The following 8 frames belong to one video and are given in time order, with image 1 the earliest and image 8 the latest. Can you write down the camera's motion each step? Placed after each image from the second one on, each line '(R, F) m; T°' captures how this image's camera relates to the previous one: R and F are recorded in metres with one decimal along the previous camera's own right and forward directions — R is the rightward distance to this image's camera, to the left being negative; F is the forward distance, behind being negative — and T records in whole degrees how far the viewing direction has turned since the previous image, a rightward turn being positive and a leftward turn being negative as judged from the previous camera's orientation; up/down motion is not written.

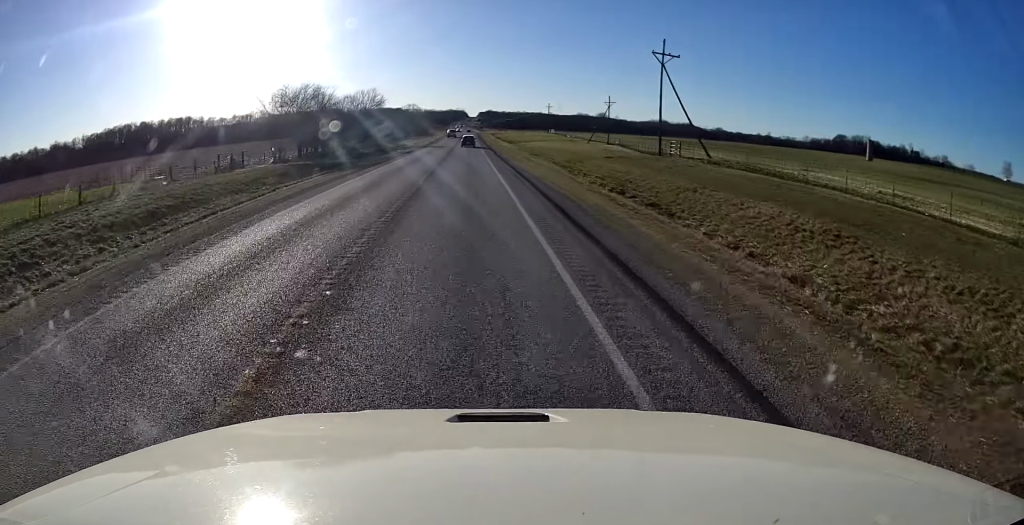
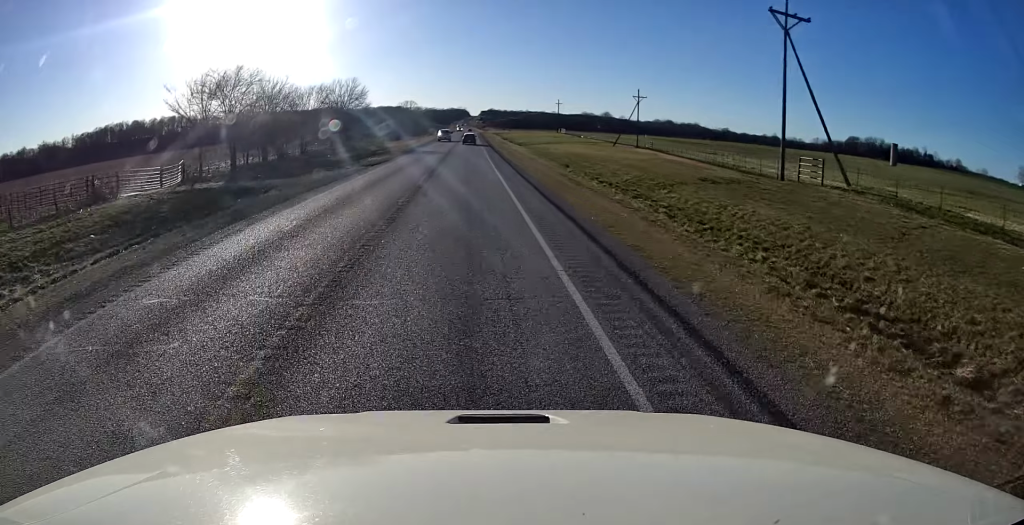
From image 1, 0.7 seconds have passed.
(+0.2, +20.8) m; 0°
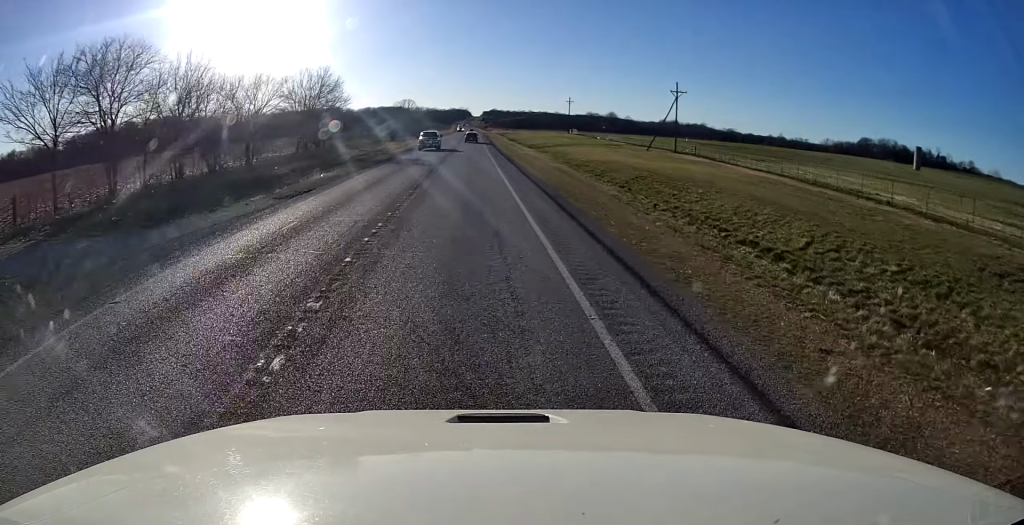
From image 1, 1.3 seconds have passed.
(0.0, +18.8) m; 0°
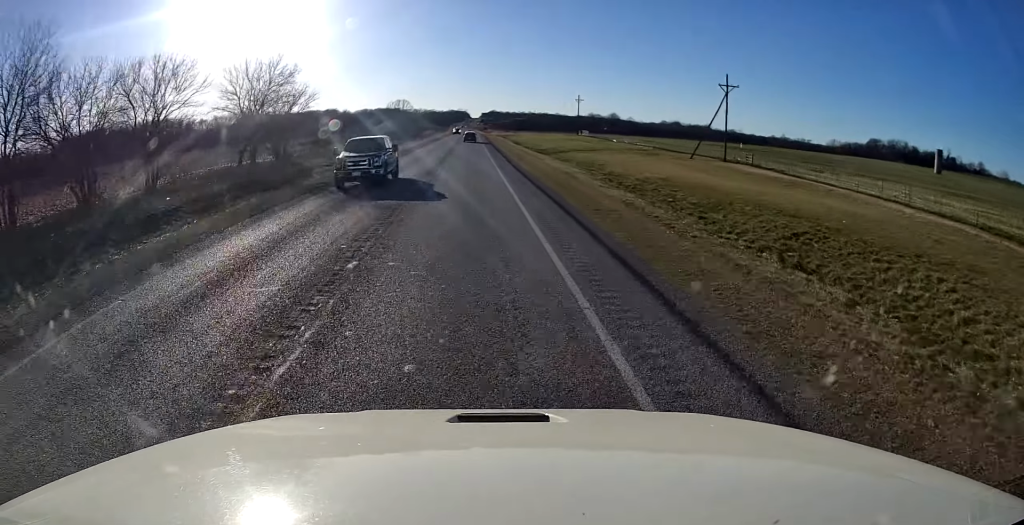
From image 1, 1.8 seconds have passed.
(+0.1, +17.8) m; 0°
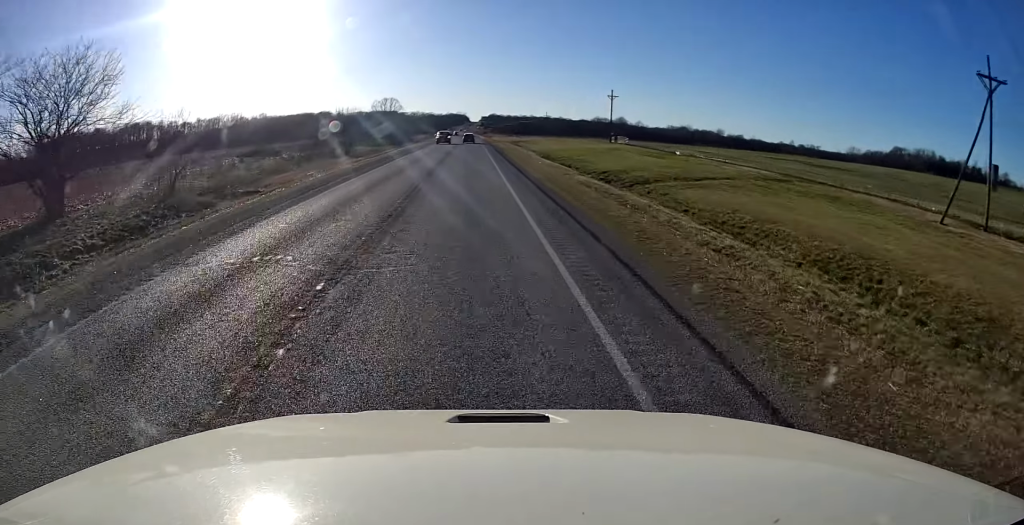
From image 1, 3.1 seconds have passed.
(-0.2, +40.3) m; 0°
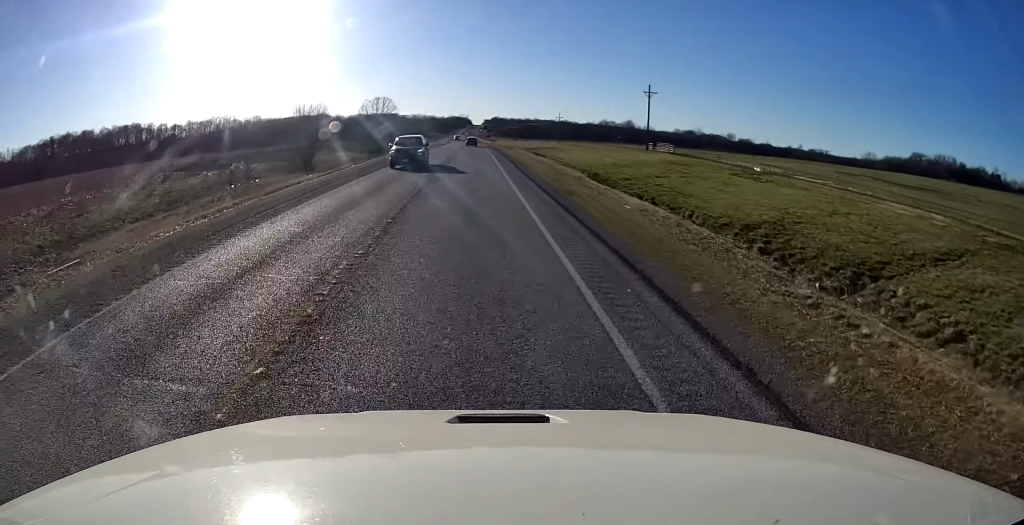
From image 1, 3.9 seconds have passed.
(+0.3, +25.4) m; 0°
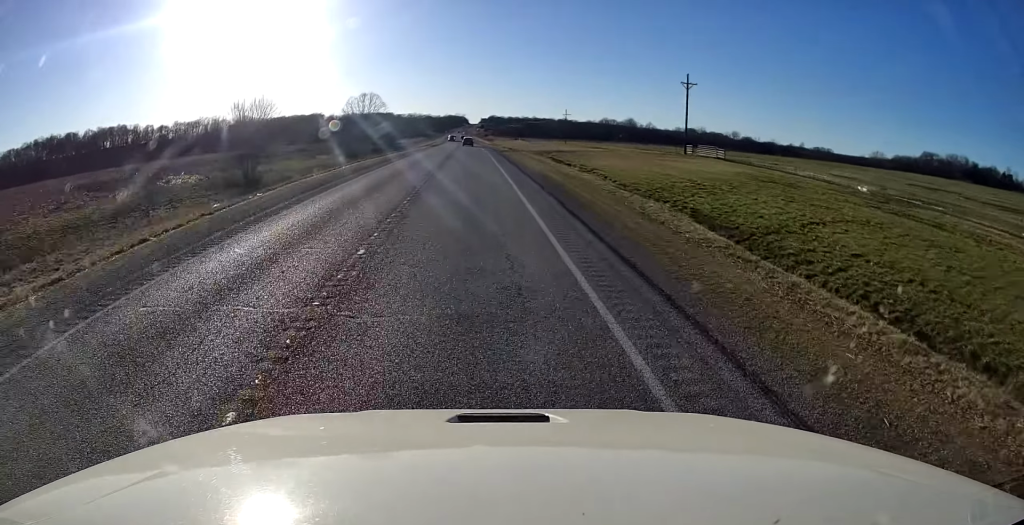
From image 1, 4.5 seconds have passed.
(-0.1, +20.2) m; -1°
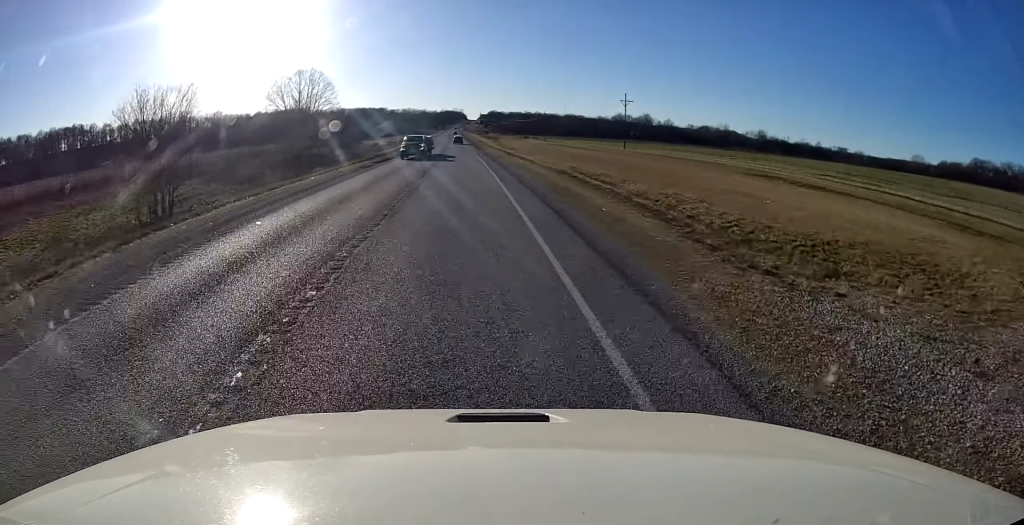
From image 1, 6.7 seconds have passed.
(-0.3, +67.9) m; 0°
